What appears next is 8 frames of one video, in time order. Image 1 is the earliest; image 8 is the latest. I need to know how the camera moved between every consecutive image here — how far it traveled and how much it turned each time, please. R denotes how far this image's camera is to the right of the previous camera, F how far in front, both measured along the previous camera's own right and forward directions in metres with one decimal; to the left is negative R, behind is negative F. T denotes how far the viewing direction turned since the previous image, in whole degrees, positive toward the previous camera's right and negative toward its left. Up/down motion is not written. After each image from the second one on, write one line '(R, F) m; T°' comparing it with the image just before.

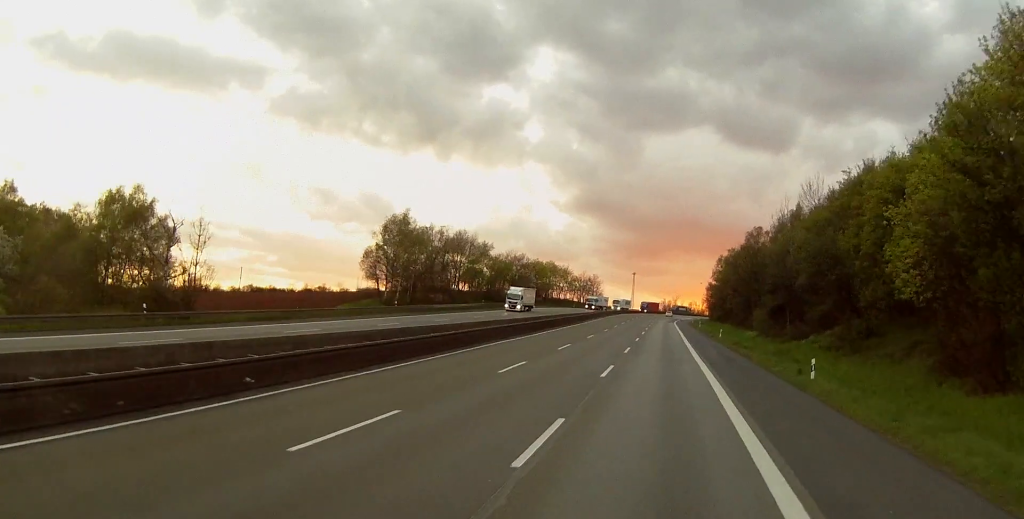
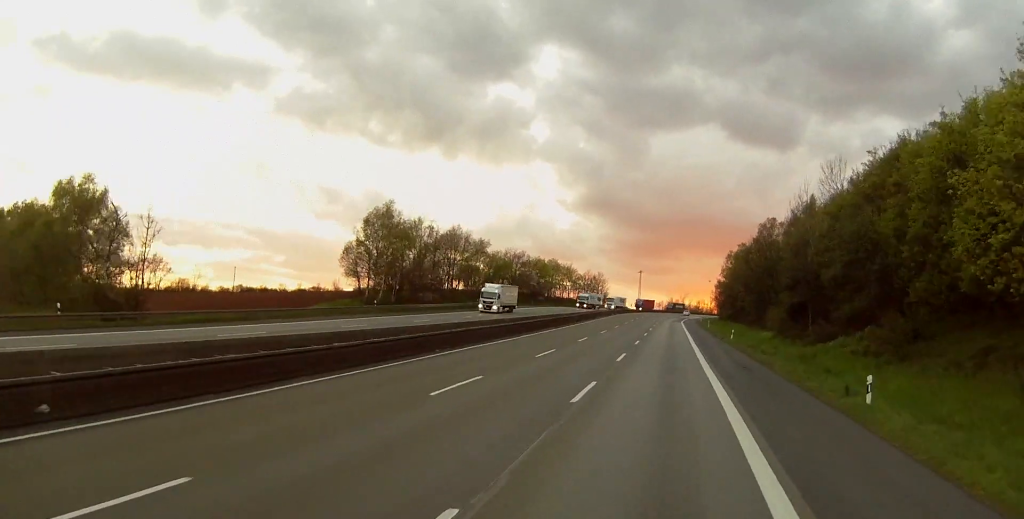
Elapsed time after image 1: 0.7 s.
(+0.3, +9.1) m; 0°
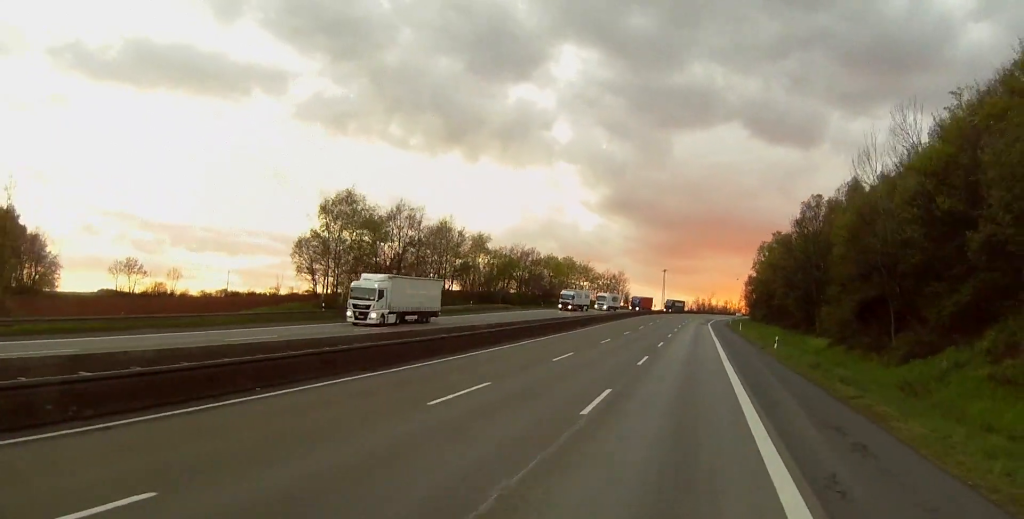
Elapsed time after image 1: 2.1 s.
(-0.5, +19.5) m; -5°
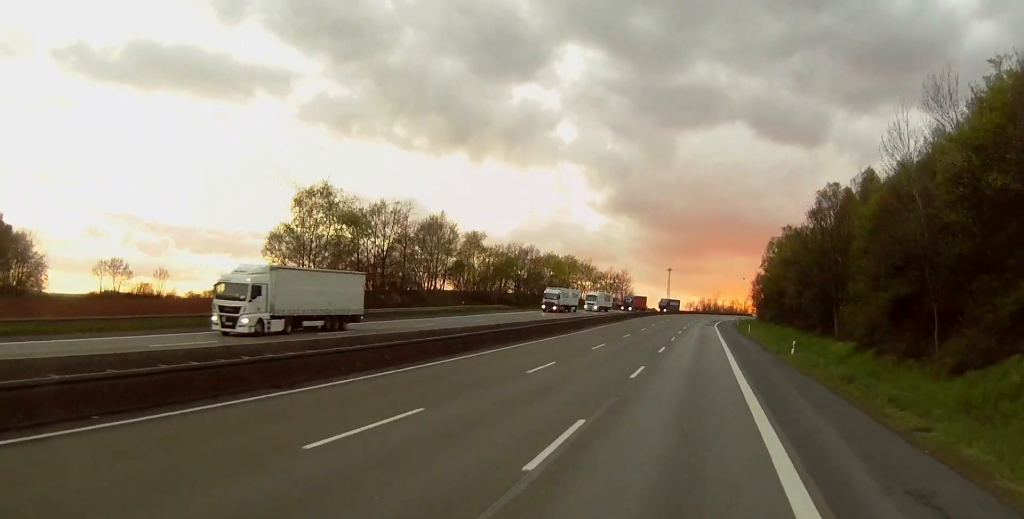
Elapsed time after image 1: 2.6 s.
(-0.3, +7.2) m; 0°
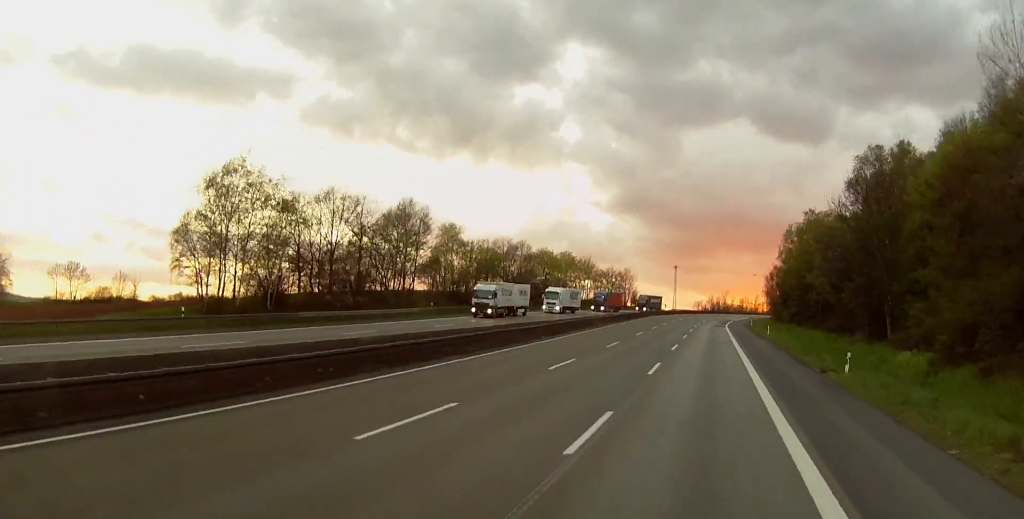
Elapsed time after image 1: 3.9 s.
(+0.2, +16.6) m; 0°
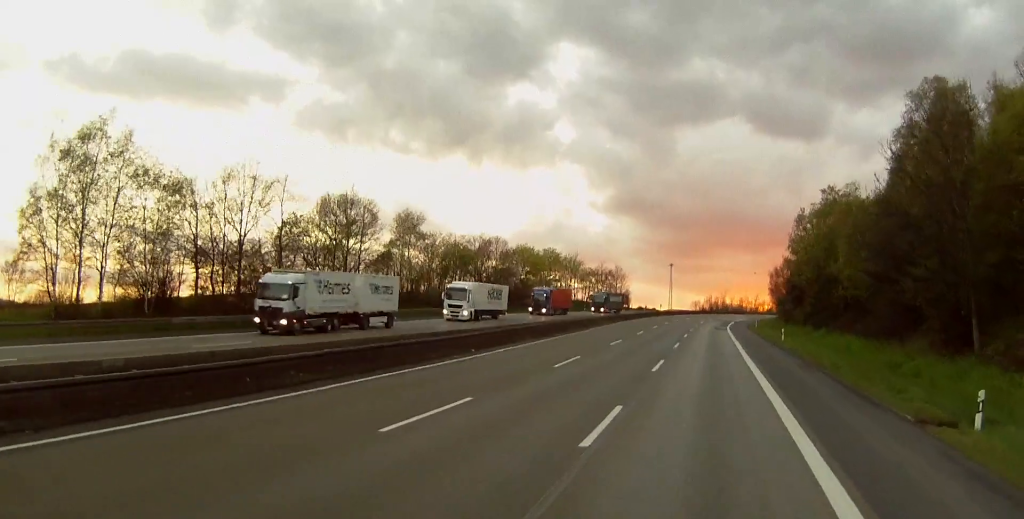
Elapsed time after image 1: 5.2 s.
(-0.2, +17.2) m; +1°
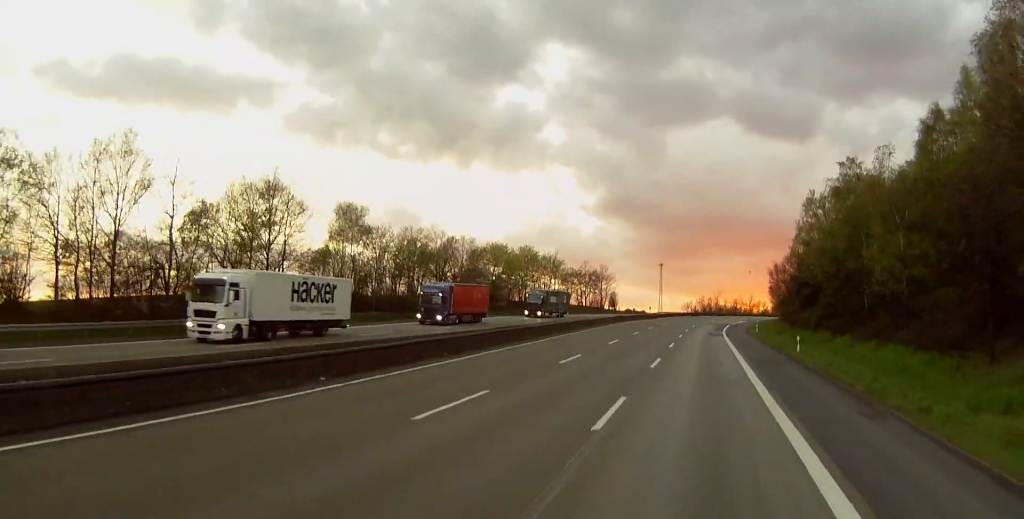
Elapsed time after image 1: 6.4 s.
(+0.3, +15.6) m; 0°
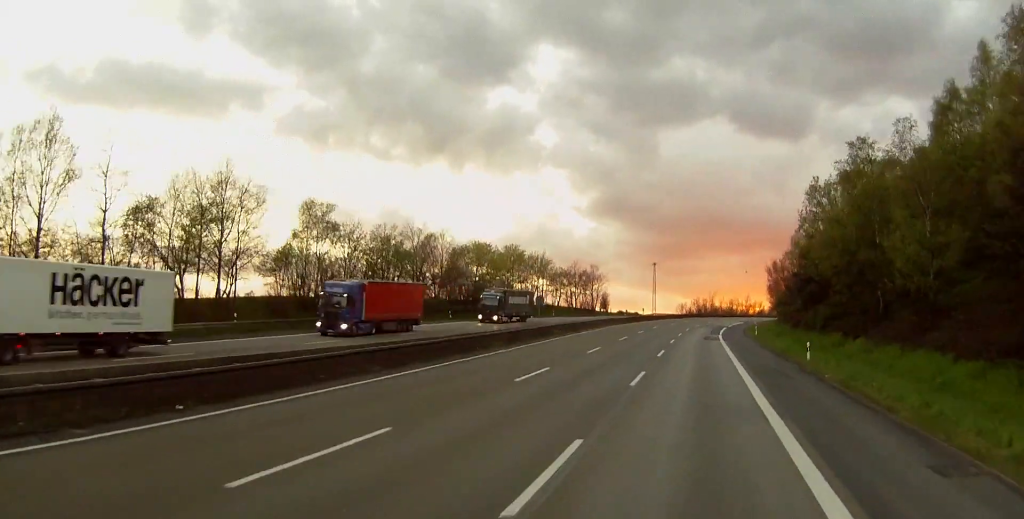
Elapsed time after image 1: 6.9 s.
(-0.3, +7.3) m; 0°
